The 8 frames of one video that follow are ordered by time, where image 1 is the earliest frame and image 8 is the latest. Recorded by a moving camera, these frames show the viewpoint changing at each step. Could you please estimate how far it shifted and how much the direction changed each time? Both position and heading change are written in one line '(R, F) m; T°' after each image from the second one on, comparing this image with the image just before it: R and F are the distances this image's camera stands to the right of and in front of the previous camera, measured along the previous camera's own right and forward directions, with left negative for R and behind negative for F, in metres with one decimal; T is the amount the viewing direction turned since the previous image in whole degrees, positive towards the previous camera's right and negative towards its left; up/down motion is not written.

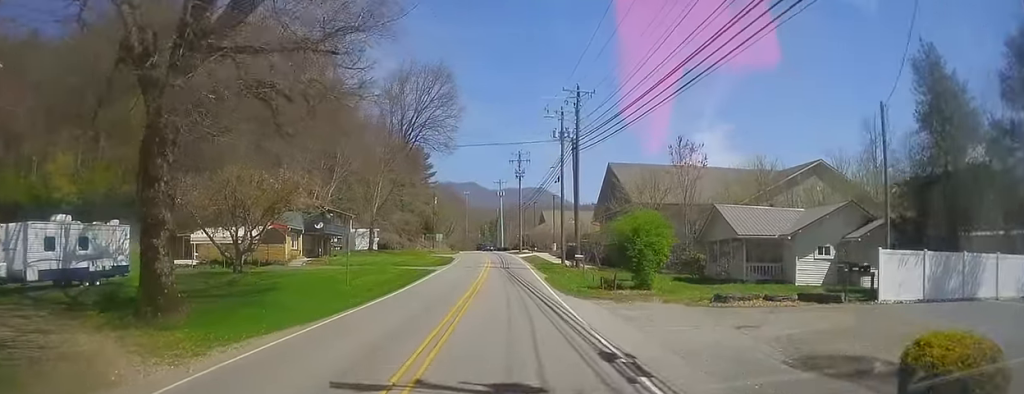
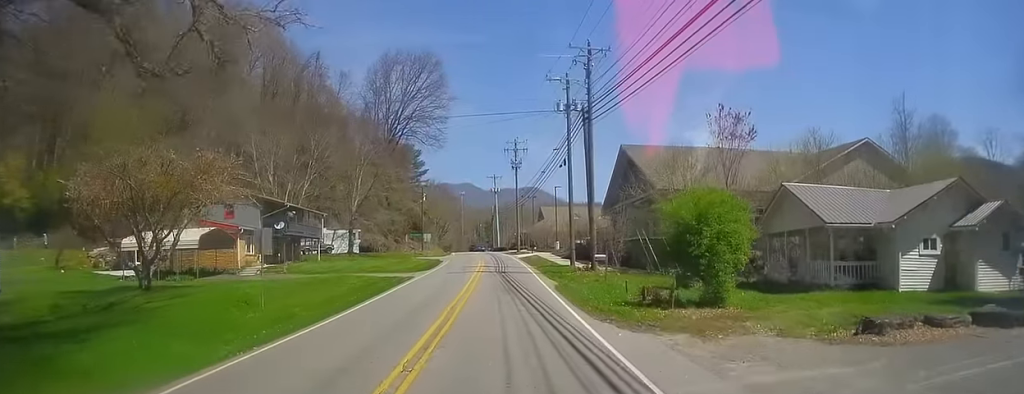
(-0.1, +9.9) m; 0°
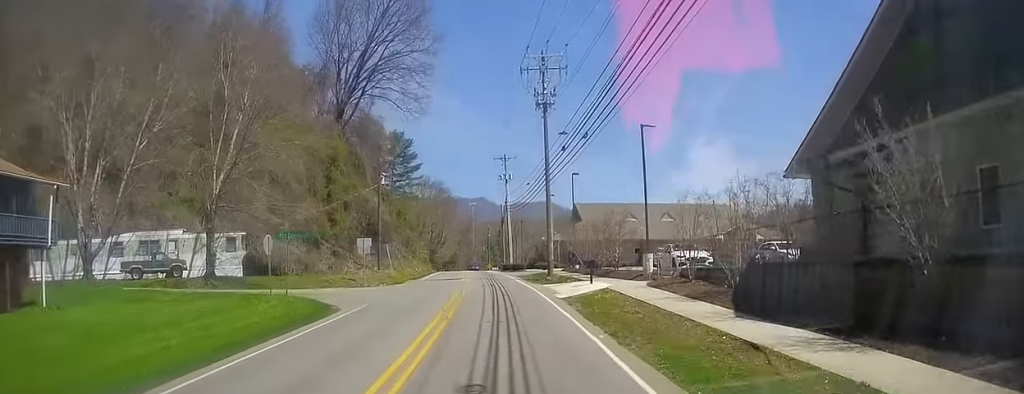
(+0.8, +41.2) m; 0°
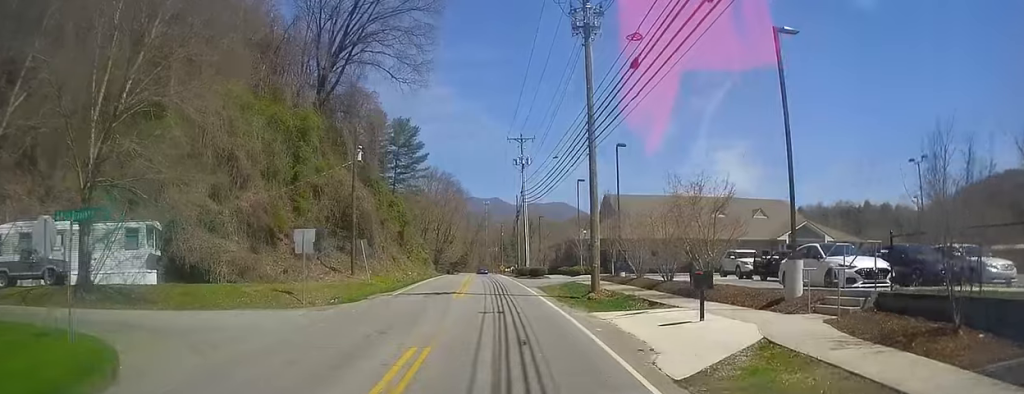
(-0.5, +14.4) m; -2°
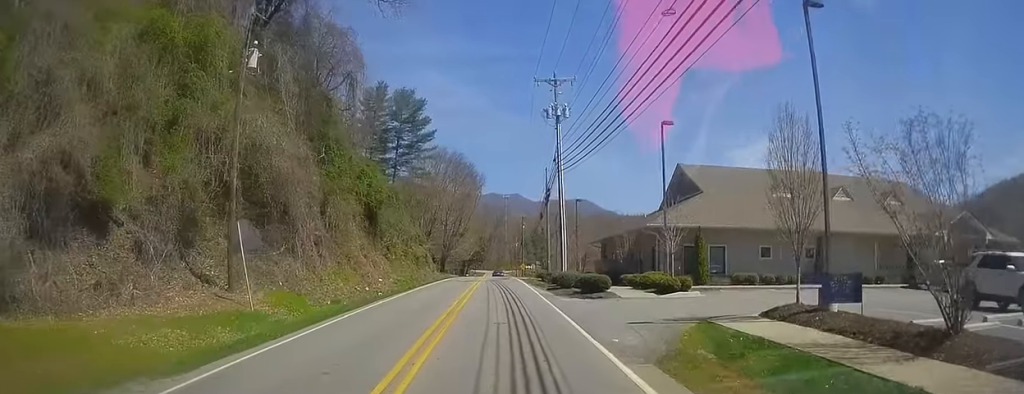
(-0.3, +21.8) m; -1°
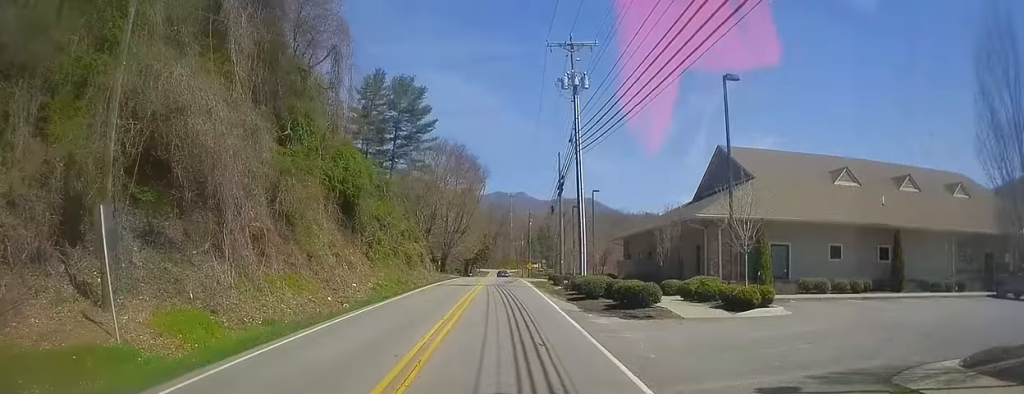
(0.0, +7.7) m; 0°
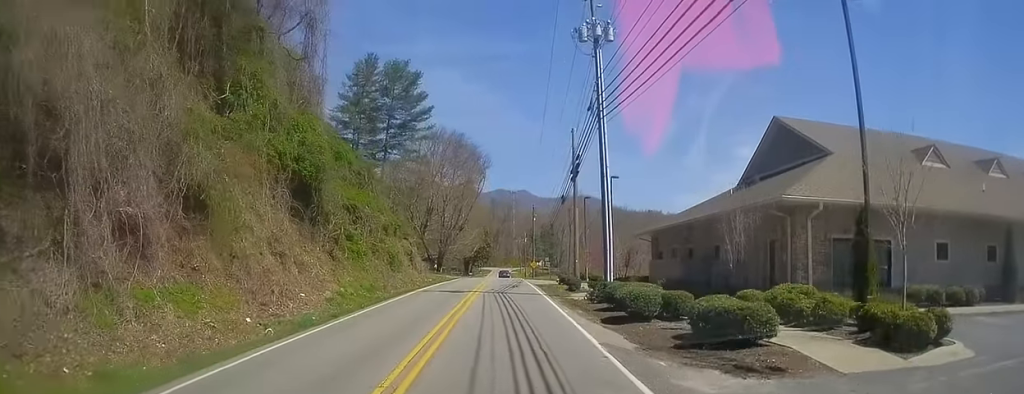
(0.0, +8.1) m; 0°
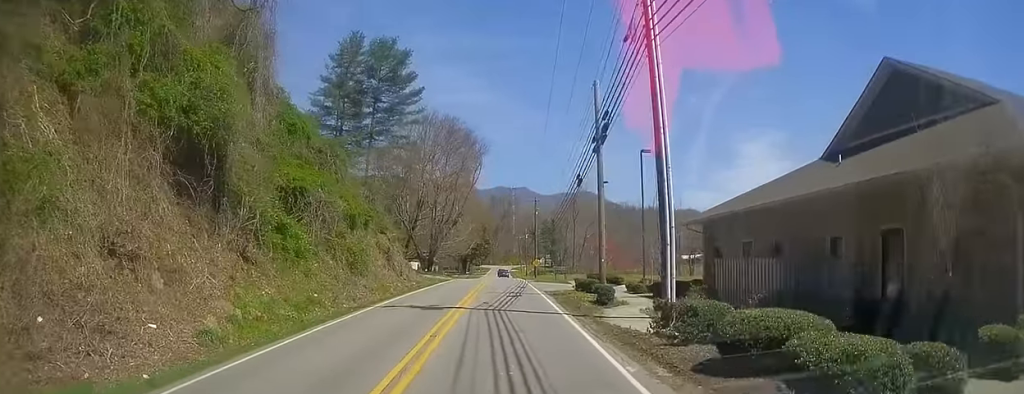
(0.0, +10.0) m; -1°
